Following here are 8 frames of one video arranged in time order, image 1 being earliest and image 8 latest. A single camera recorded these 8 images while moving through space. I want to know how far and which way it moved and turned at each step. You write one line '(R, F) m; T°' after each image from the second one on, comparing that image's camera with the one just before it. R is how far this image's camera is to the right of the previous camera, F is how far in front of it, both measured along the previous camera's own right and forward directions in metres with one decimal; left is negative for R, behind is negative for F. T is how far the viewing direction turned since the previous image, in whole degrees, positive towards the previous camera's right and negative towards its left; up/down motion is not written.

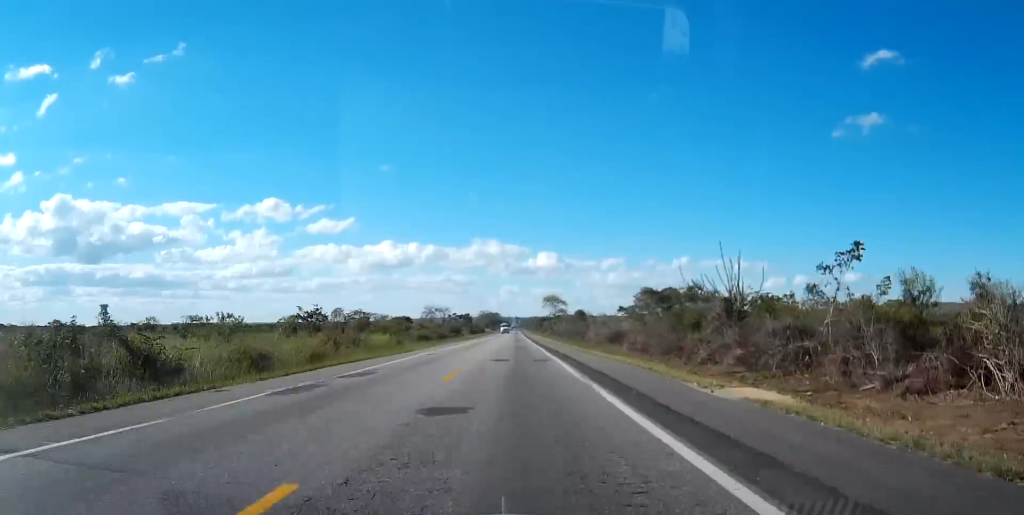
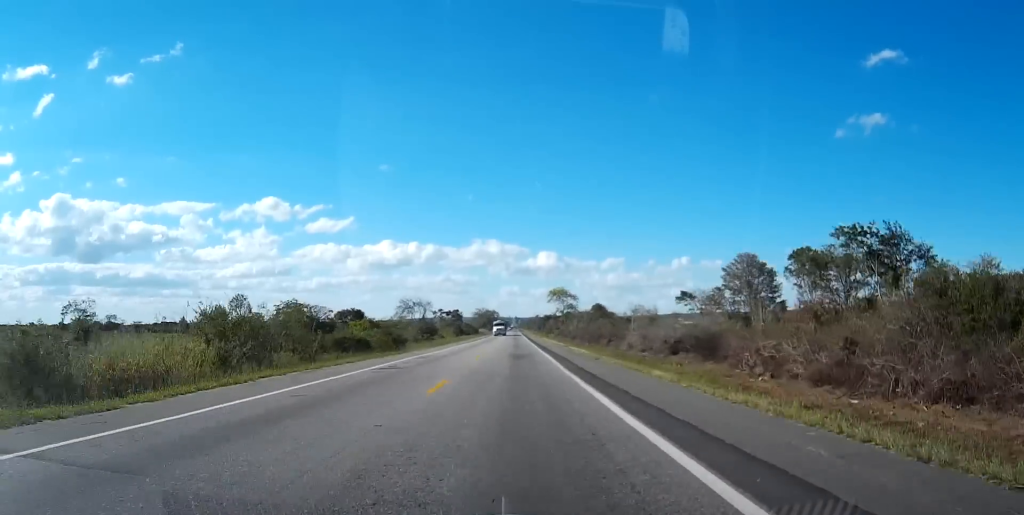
(0.0, +50.5) m; 0°
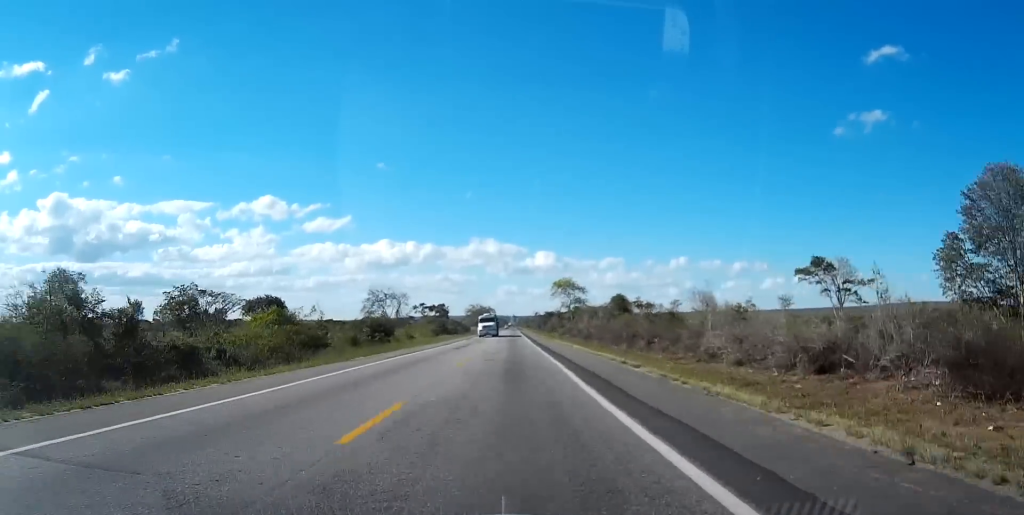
(0.0, +38.5) m; 0°
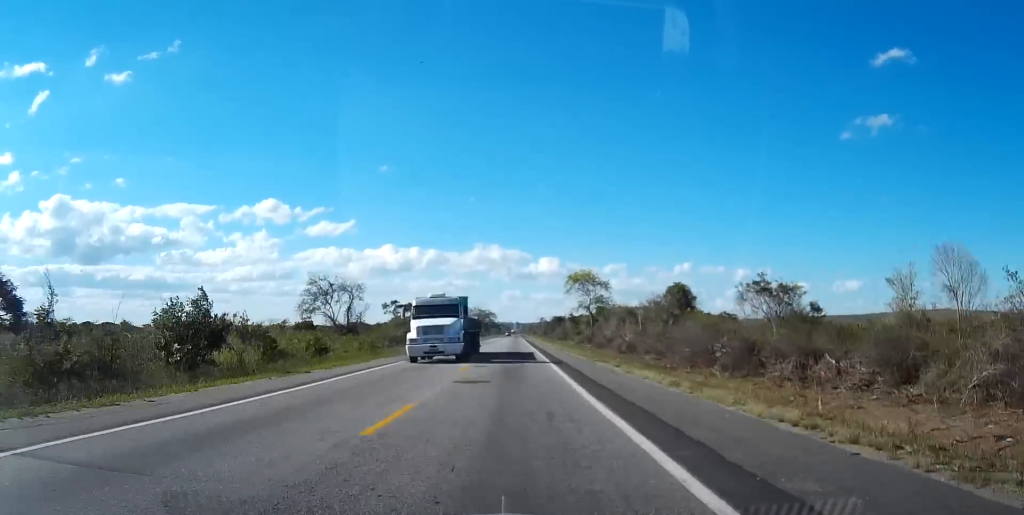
(0.0, +46.7) m; 0°
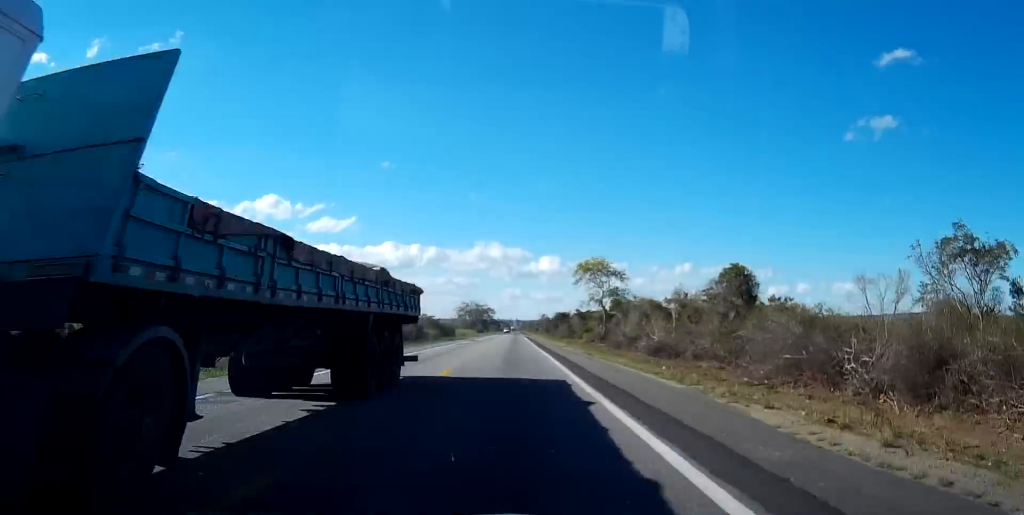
(+0.1, +23.2) m; 0°
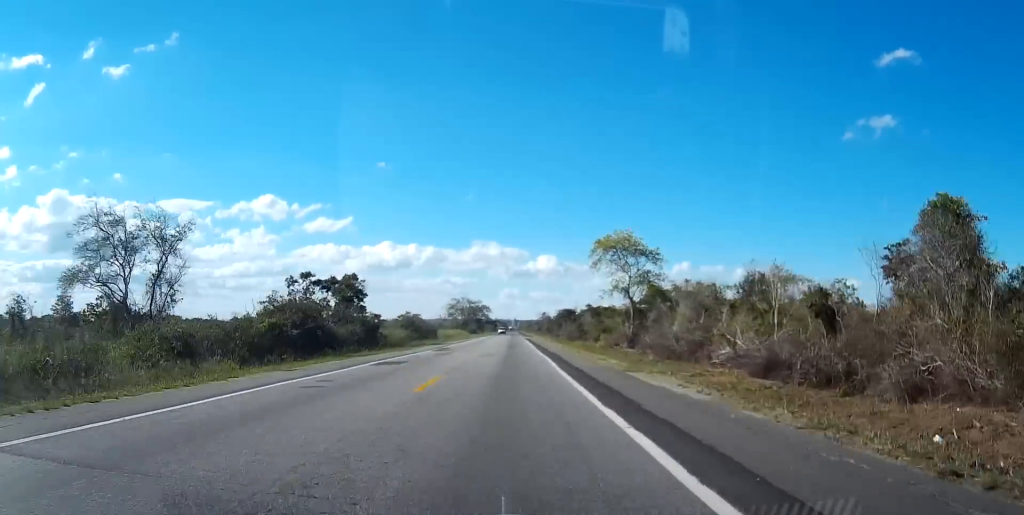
(+0.1, +34.8) m; 0°
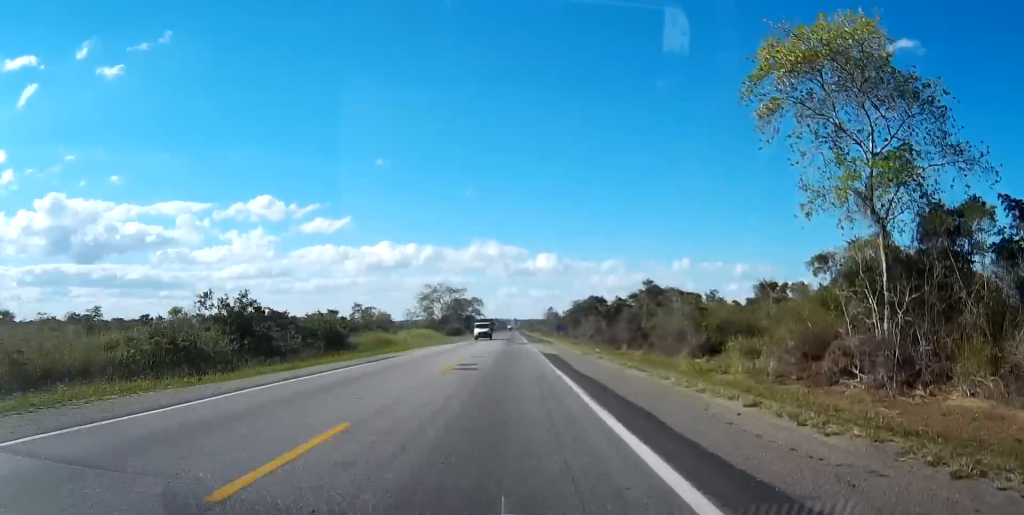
(0.0, +72.6) m; 0°
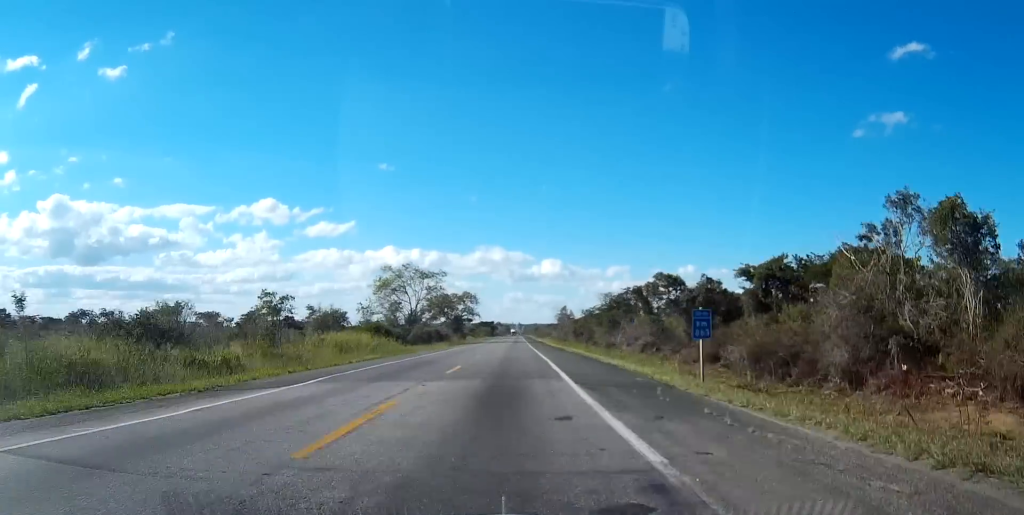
(0.0, +60.6) m; 0°
